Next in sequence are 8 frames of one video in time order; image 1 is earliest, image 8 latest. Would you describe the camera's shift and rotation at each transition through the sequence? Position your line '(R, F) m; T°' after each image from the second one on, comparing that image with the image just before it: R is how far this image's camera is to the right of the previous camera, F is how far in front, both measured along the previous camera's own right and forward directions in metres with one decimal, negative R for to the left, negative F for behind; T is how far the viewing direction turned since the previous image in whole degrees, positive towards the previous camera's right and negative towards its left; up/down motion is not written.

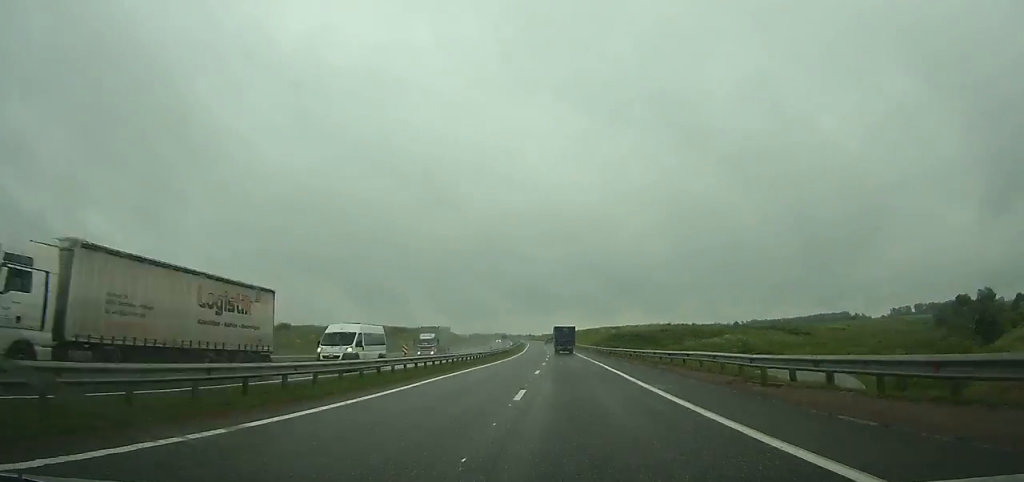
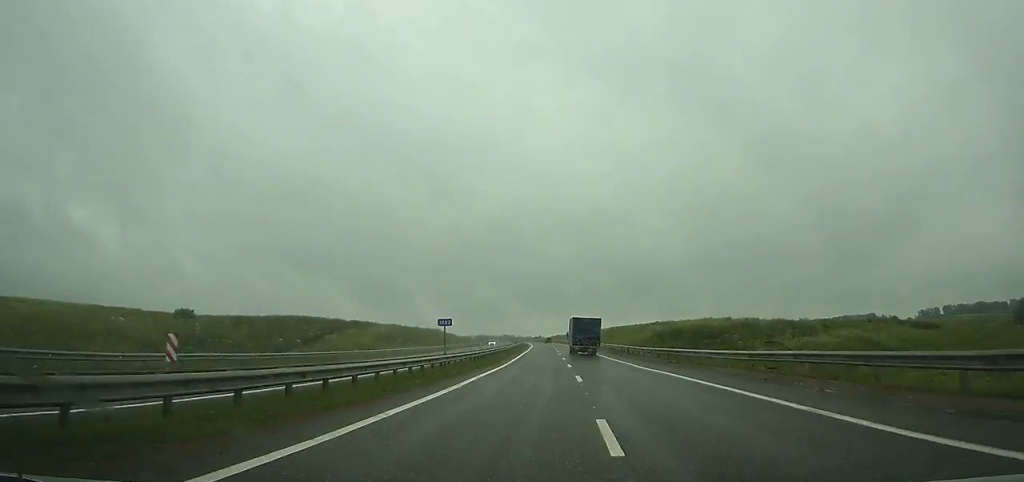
(-1.3, +54.4) m; -2°
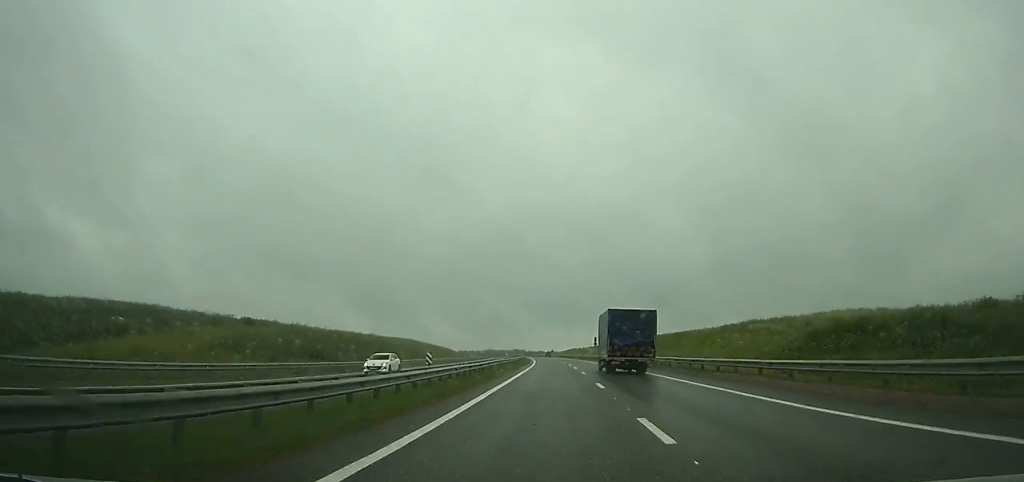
(-0.8, +59.5) m; -1°
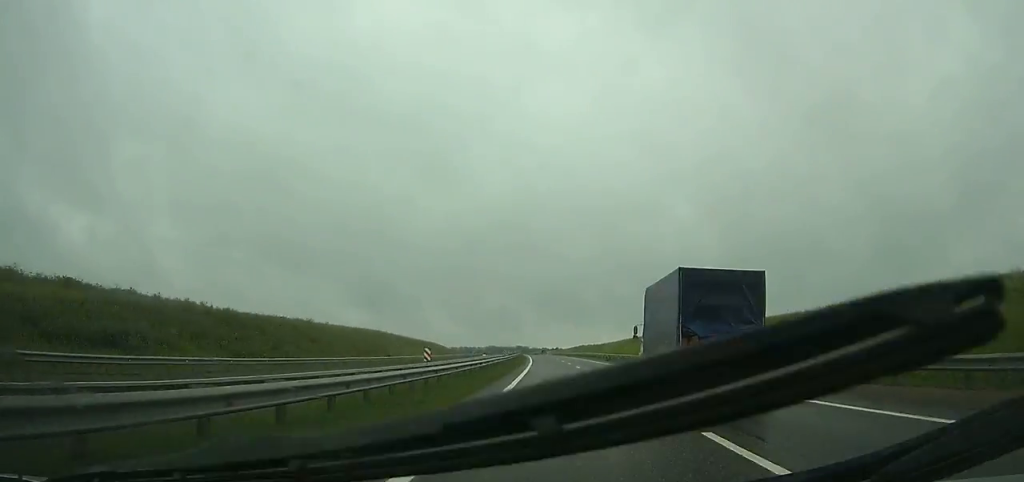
(-0.1, +38.2) m; -1°
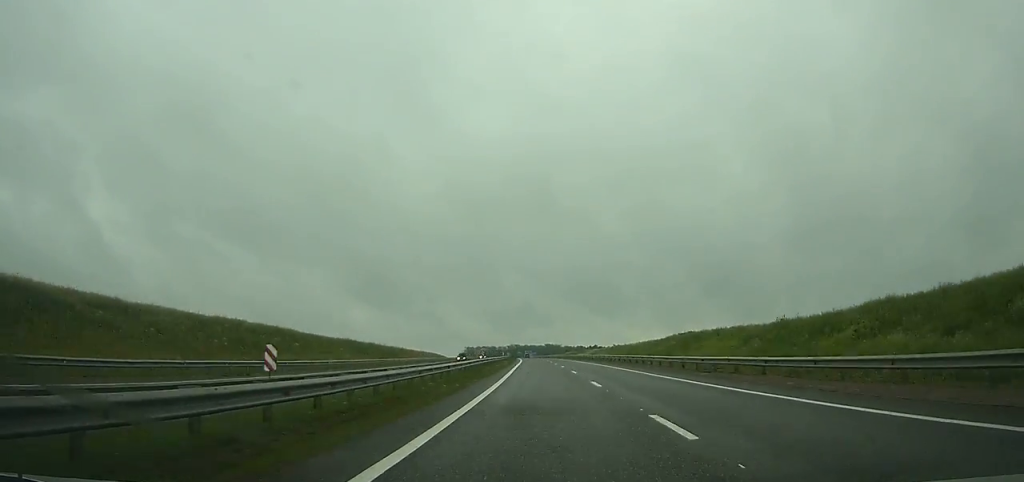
(-4.1, +150.8) m; -3°
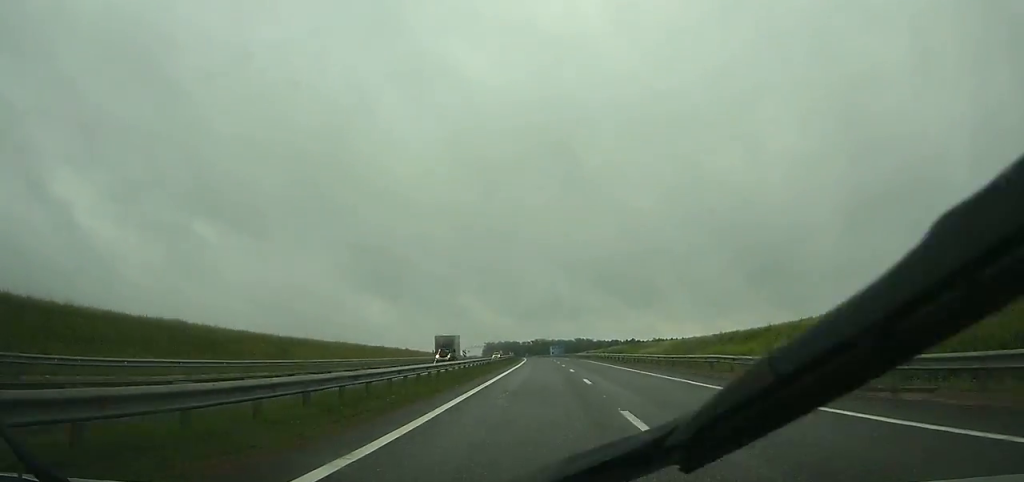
(-1.8, +83.5) m; -3°
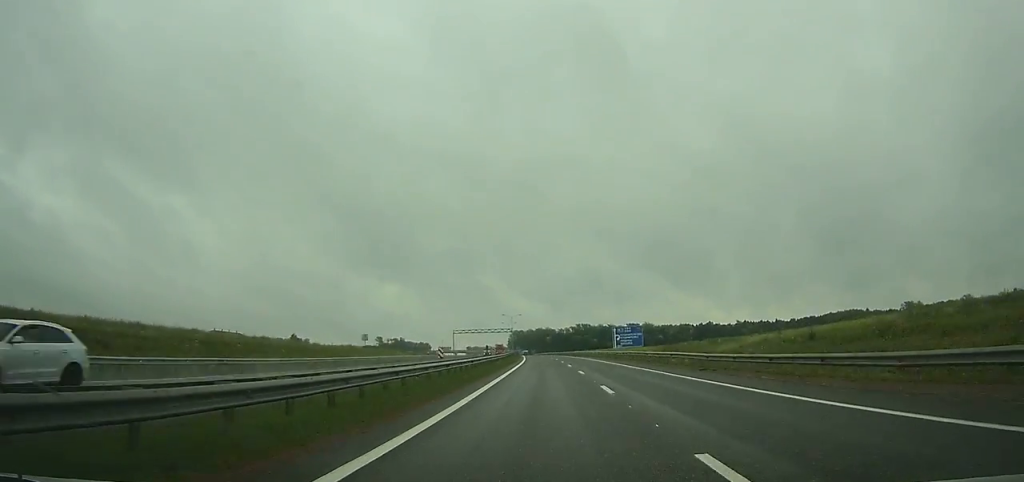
(-5.5, +147.0) m; -4°
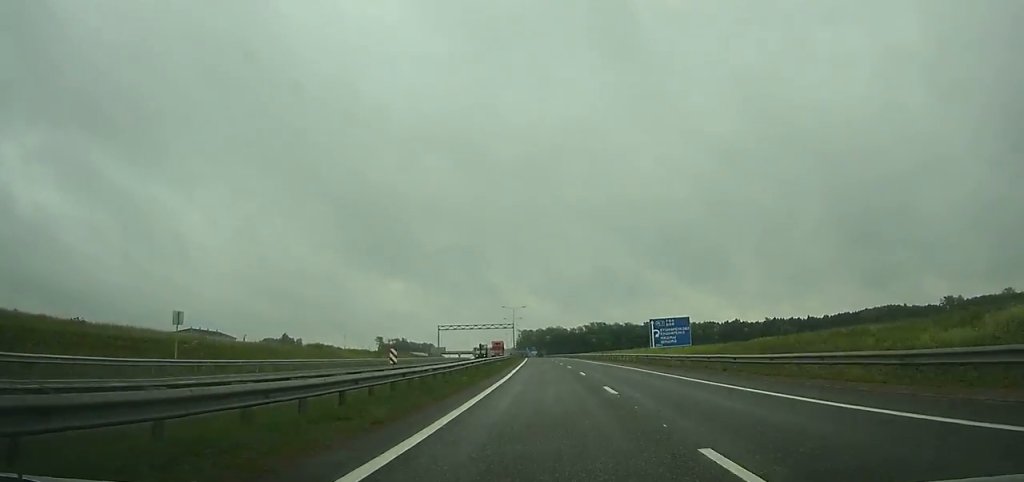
(-0.1, +36.4) m; -1°
